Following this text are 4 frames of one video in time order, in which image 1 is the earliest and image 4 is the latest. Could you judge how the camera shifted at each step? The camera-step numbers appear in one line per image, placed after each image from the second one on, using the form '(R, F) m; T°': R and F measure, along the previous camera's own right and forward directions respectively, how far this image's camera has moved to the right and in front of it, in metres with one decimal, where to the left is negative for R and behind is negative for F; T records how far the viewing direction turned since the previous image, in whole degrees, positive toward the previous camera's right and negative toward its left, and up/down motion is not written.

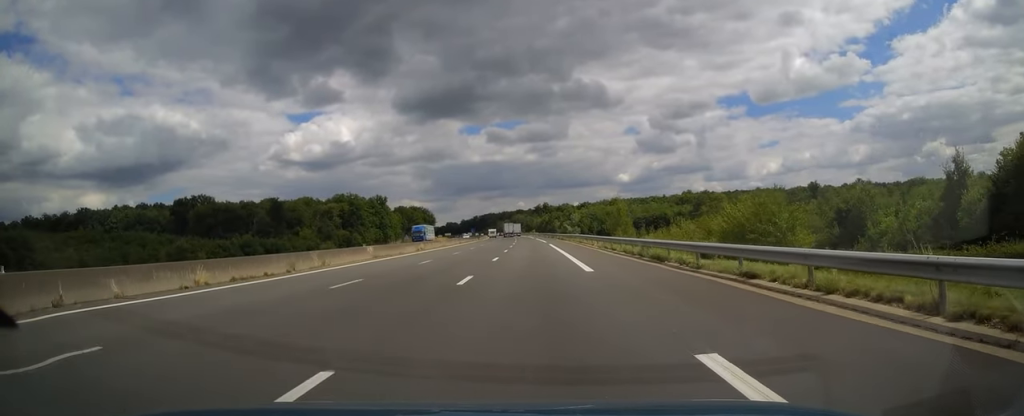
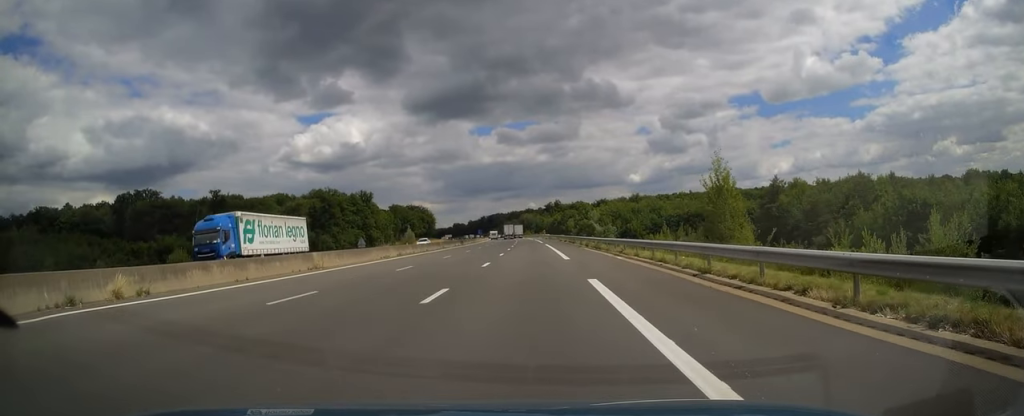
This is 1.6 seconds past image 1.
(-0.1, +41.5) m; 0°
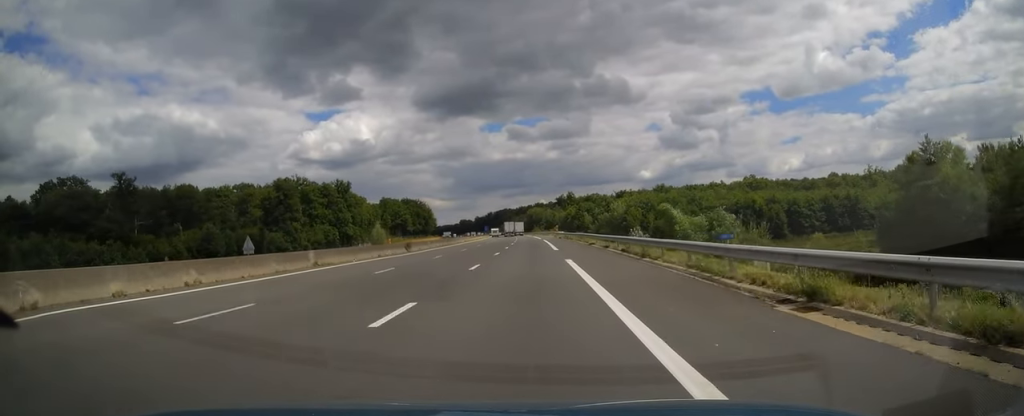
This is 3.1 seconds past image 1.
(-0.5, +41.4) m; -1°
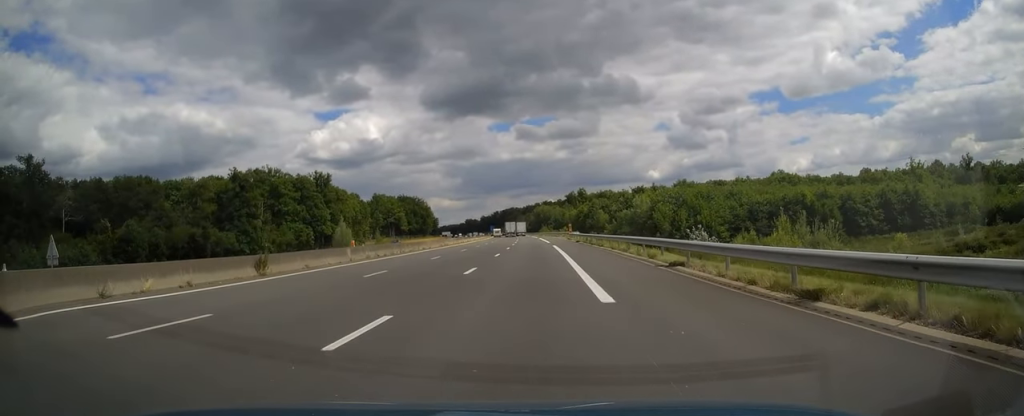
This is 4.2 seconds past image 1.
(-0.2, +27.6) m; -1°
